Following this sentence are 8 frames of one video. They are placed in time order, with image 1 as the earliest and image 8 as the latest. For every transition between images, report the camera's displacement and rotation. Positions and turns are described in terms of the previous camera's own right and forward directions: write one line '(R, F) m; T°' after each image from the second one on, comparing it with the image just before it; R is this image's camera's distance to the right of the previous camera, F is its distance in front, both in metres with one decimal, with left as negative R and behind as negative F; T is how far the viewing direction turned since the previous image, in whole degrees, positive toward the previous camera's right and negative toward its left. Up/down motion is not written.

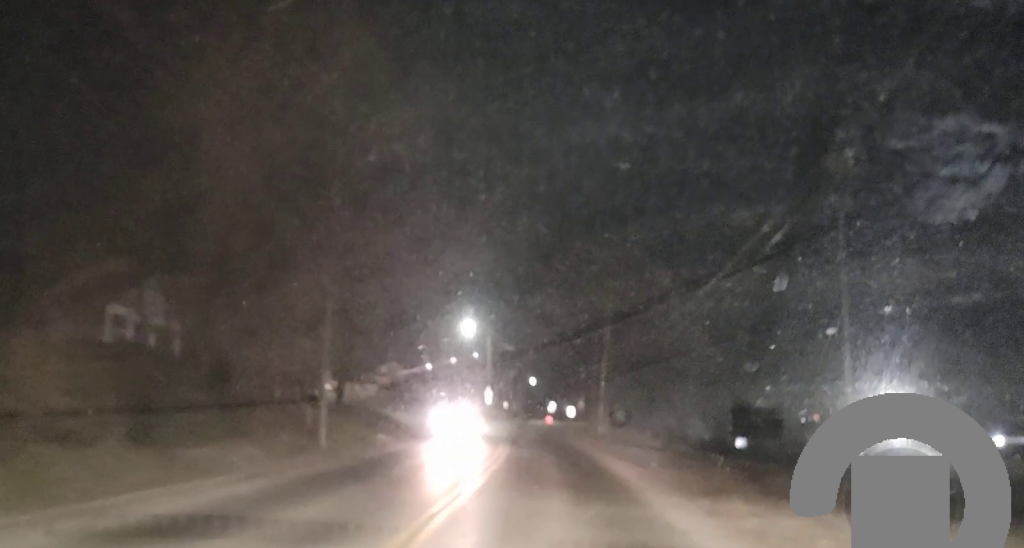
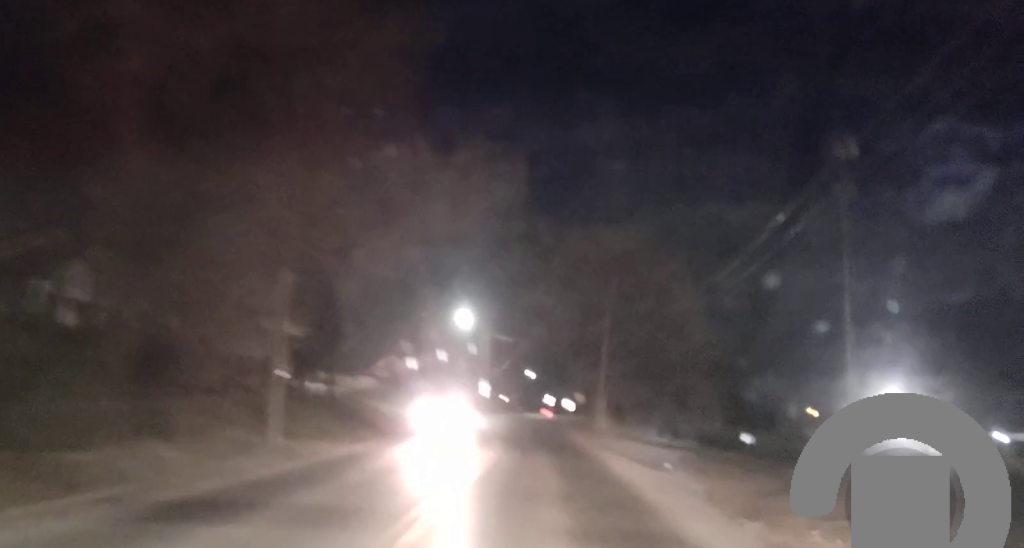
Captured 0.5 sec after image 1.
(-0.1, +5.0) m; 0°
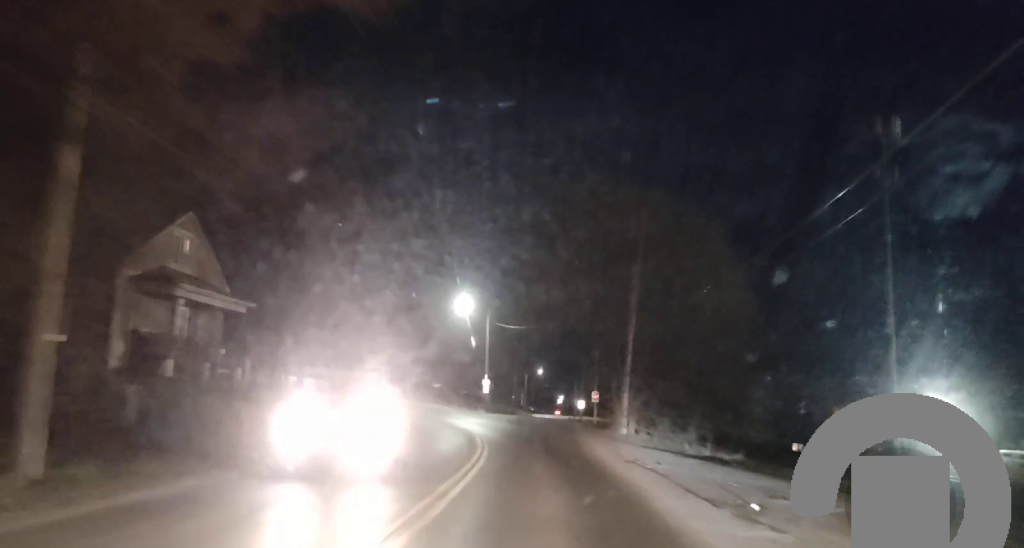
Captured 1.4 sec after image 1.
(+0.2, +10.0) m; +1°
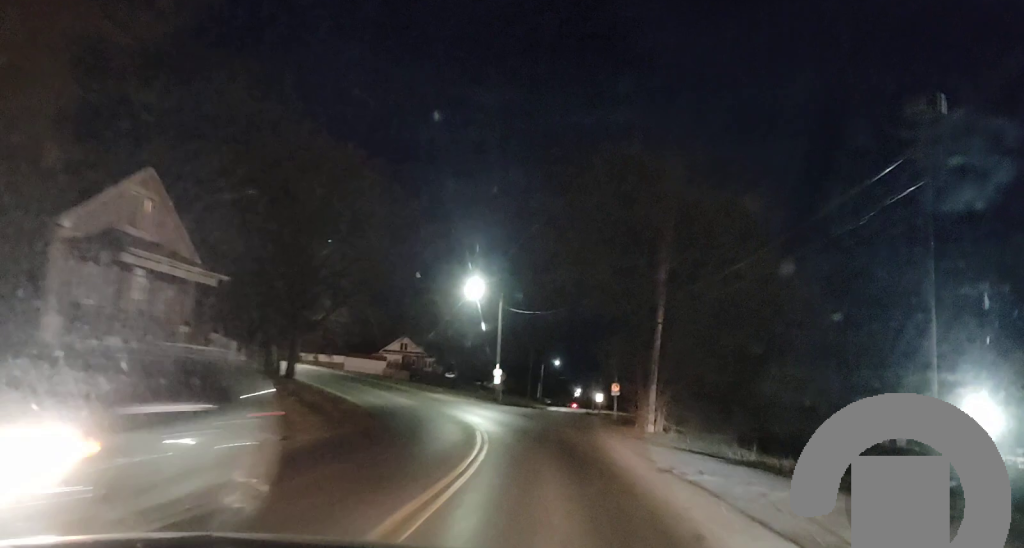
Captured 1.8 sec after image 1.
(0.0, +5.0) m; -2°
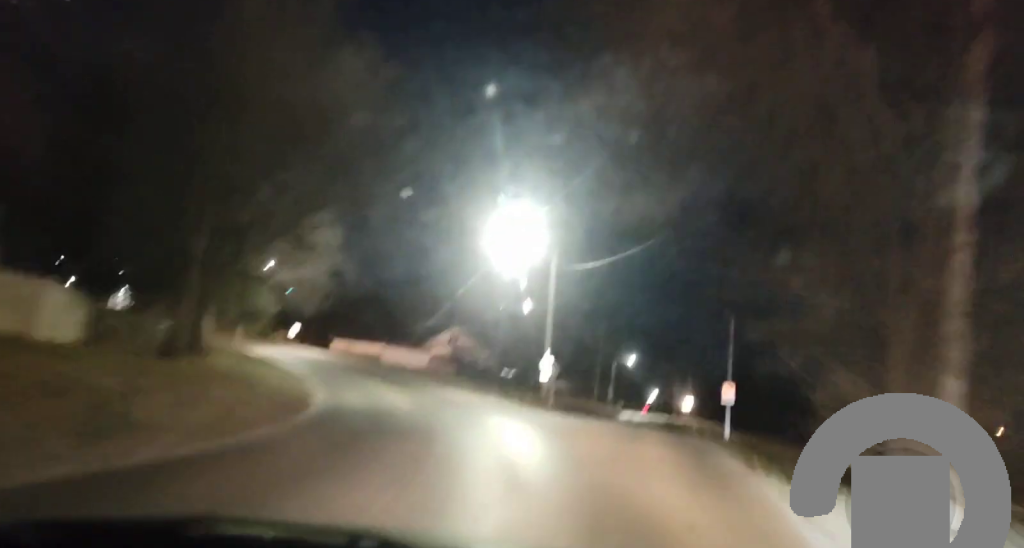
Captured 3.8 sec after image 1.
(-1.8, +22.8) m; -8°
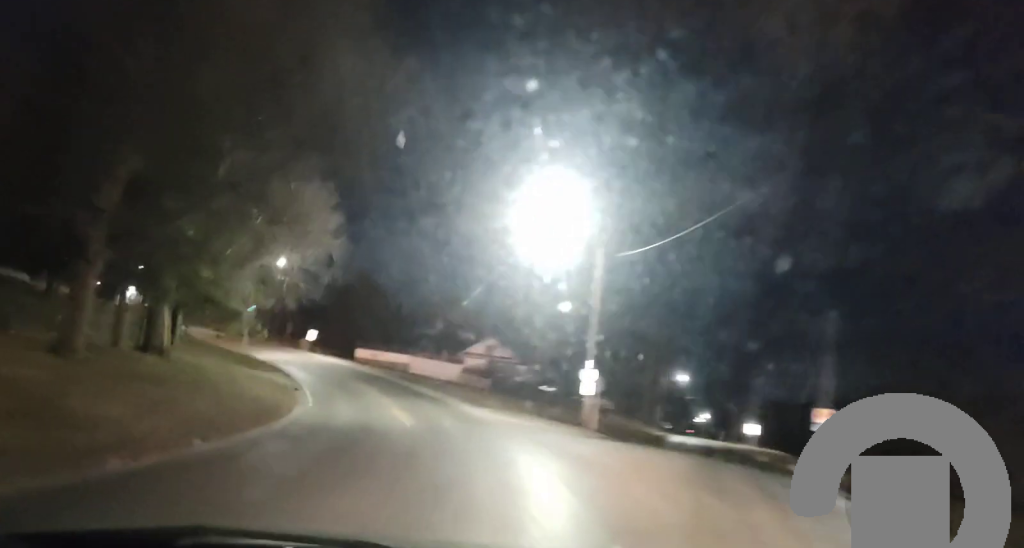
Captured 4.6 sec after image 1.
(0.0, +8.6) m; -1°
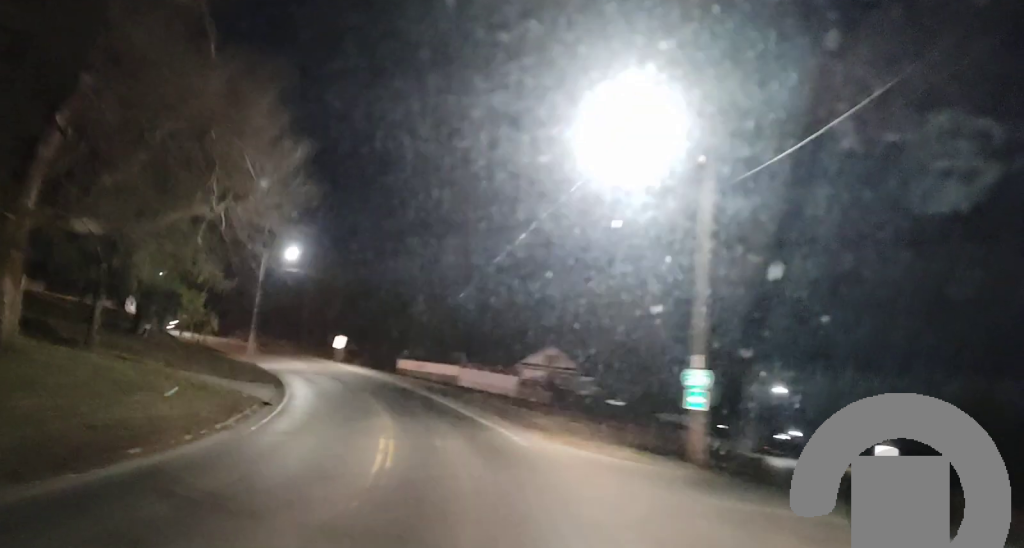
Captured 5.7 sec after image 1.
(-0.4, +13.7) m; -4°
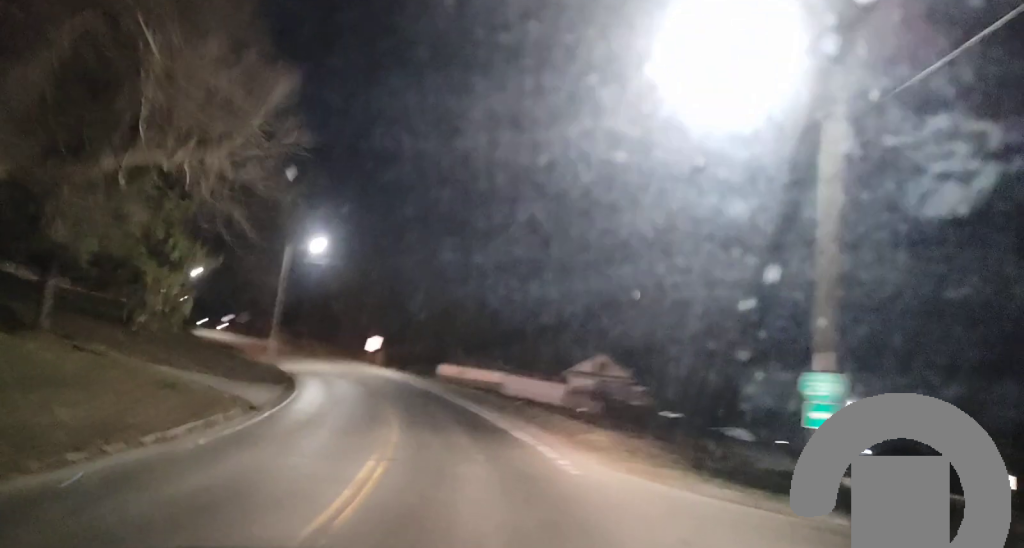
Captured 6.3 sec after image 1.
(0.0, +7.0) m; -3°
